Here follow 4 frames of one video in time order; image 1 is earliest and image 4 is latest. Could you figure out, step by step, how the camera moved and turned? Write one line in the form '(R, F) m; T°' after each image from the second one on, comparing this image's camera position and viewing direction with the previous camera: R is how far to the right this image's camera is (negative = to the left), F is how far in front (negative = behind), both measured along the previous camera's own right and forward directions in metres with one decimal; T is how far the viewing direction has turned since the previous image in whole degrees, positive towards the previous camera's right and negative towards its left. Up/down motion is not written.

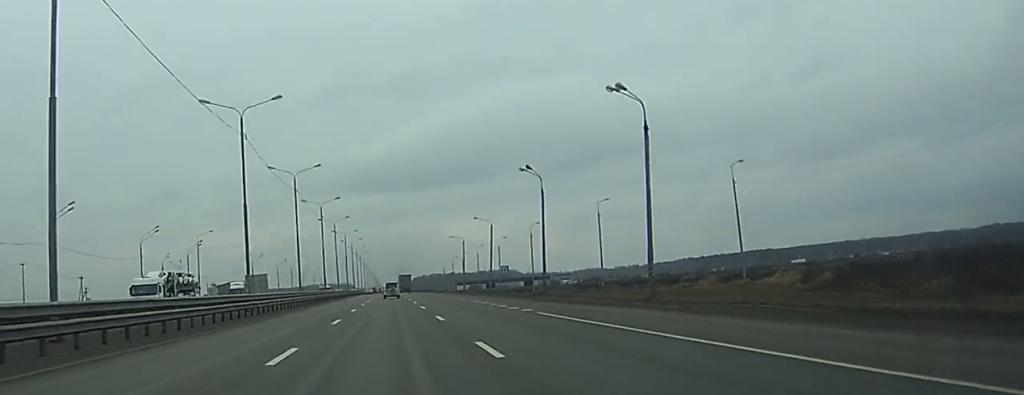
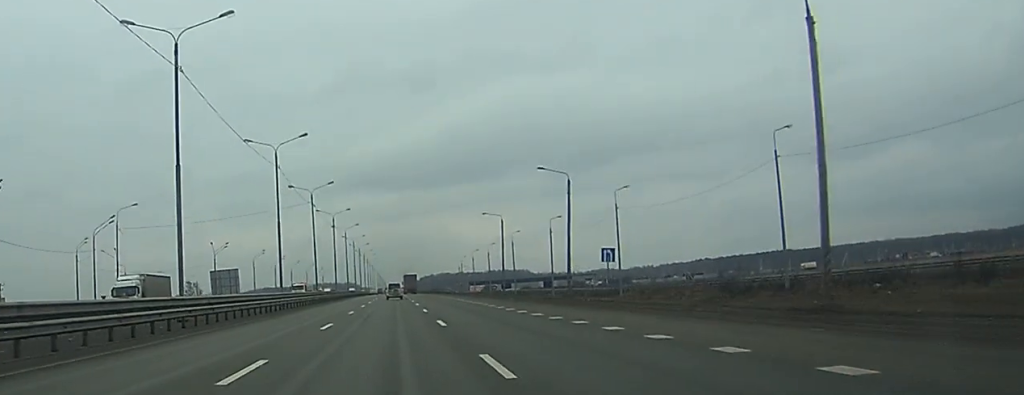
(-0.2, +50.8) m; -1°
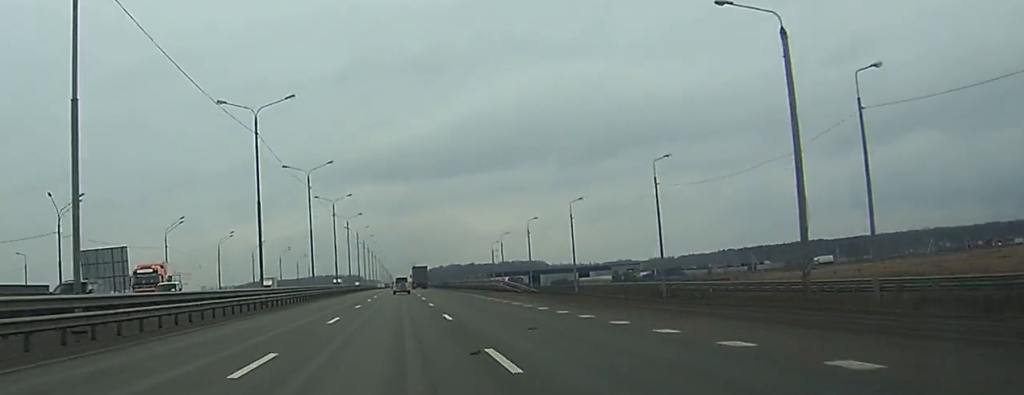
(-0.1, +79.2) m; 0°
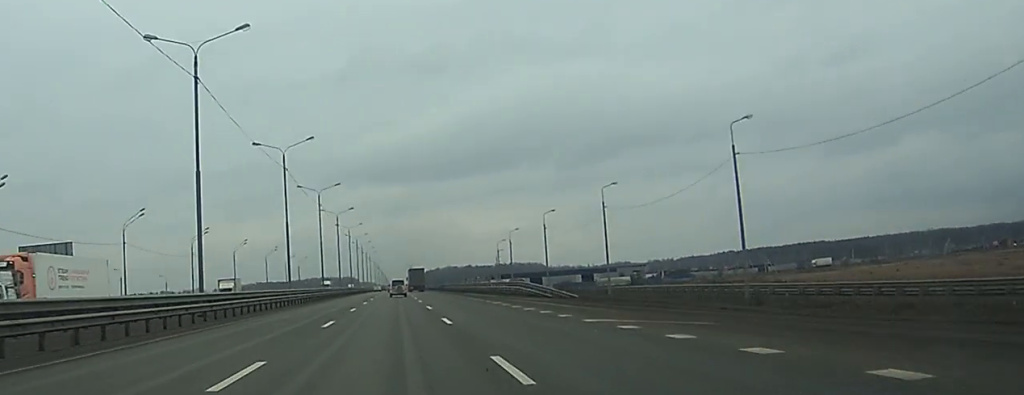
(+0.1, +17.2) m; 0°
